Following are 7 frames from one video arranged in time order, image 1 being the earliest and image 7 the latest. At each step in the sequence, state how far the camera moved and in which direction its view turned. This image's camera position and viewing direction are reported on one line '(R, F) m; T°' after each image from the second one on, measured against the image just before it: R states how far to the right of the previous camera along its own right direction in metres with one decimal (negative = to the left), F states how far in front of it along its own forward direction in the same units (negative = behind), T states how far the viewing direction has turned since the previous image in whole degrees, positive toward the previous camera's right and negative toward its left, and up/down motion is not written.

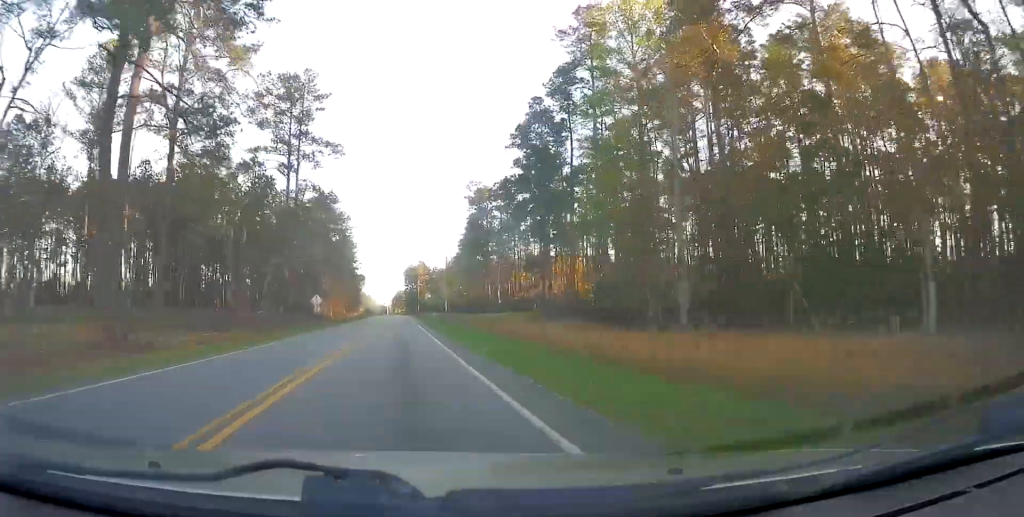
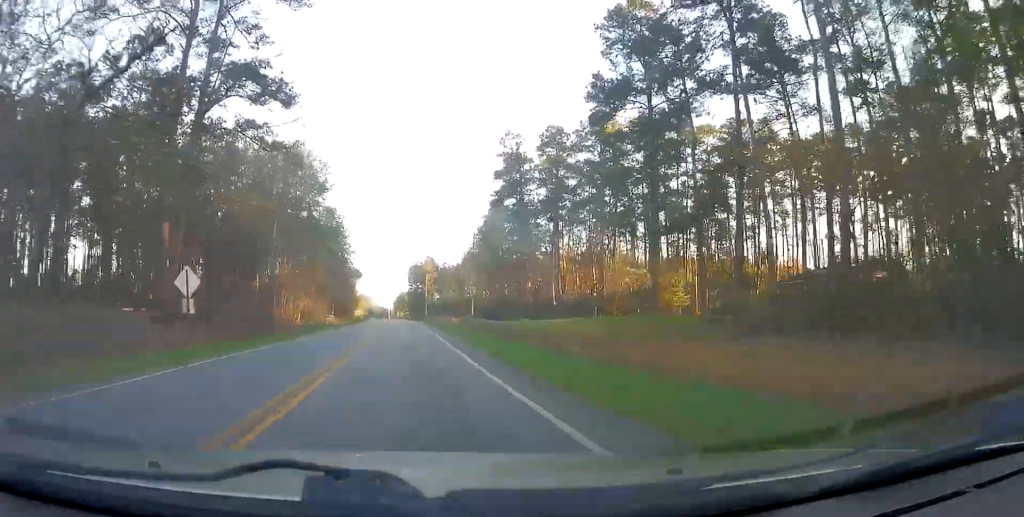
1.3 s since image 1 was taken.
(0.0, +32.6) m; +1°
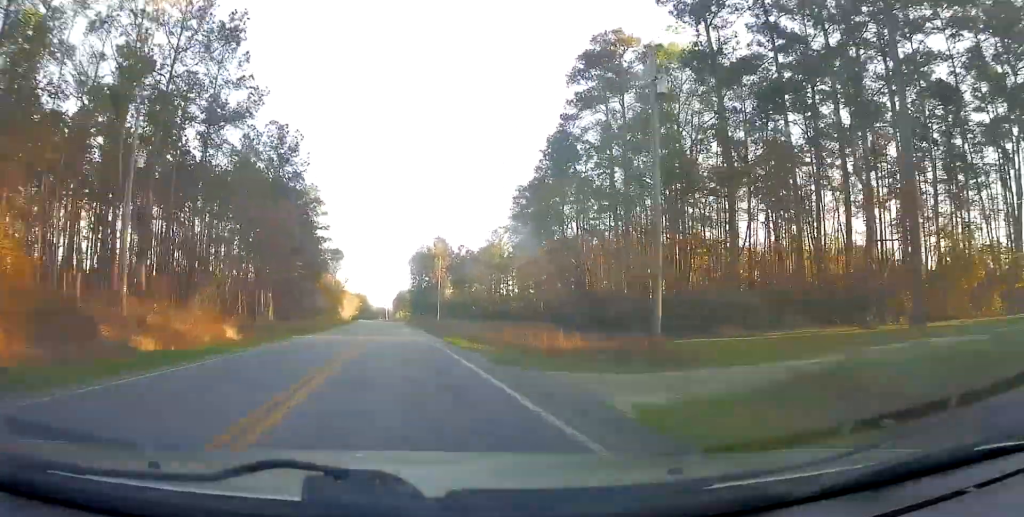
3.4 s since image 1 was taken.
(+0.1, +49.4) m; -2°
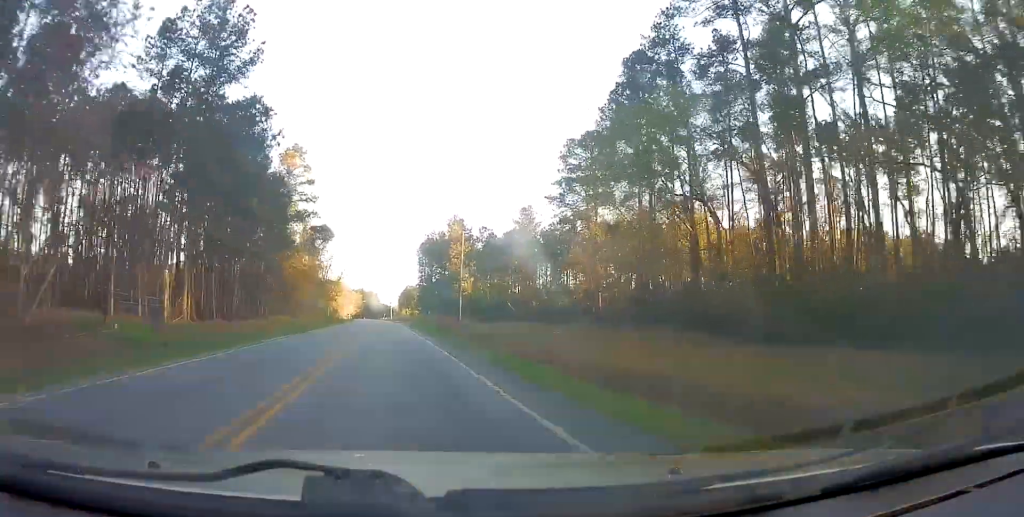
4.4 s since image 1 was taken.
(-0.4, +26.1) m; 0°
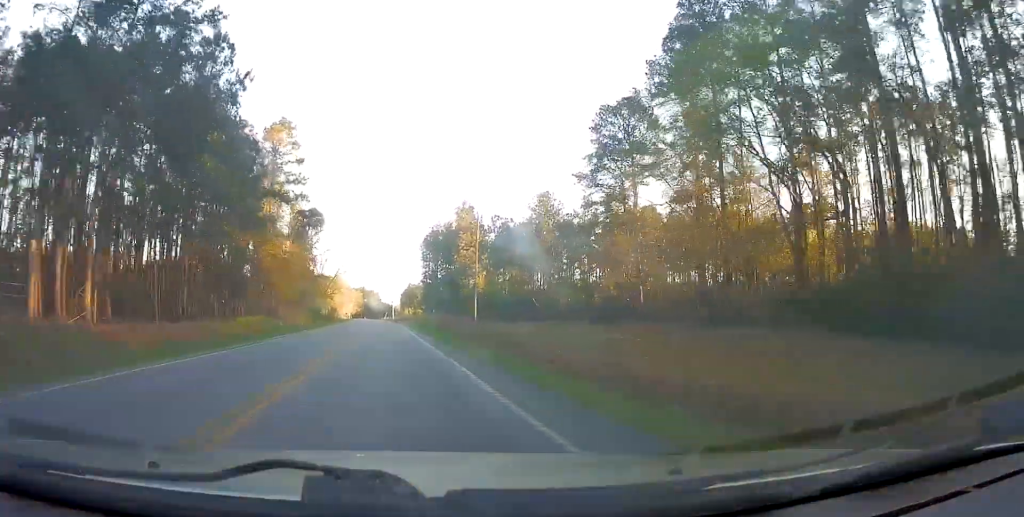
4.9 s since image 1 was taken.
(+0.2, +12.1) m; 0°
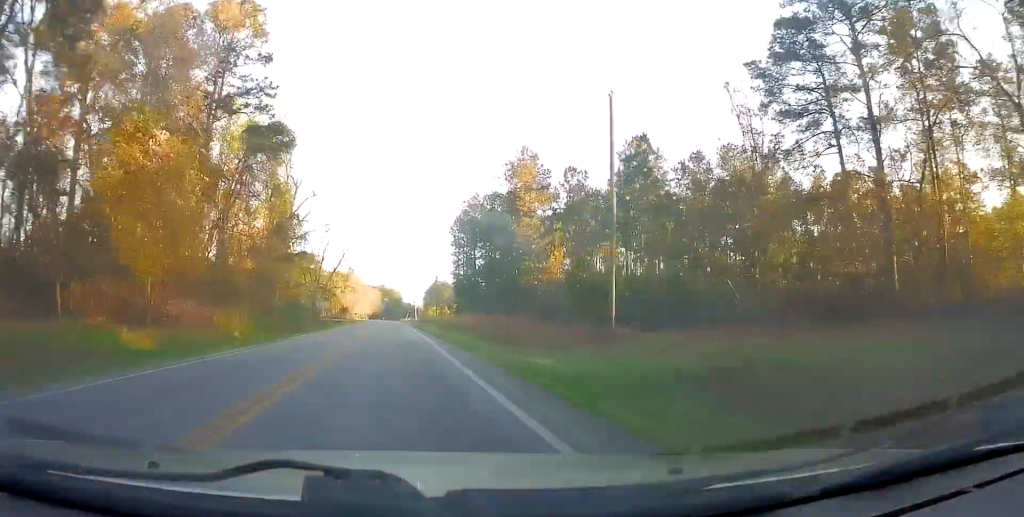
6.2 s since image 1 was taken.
(+0.3, +32.7) m; 0°
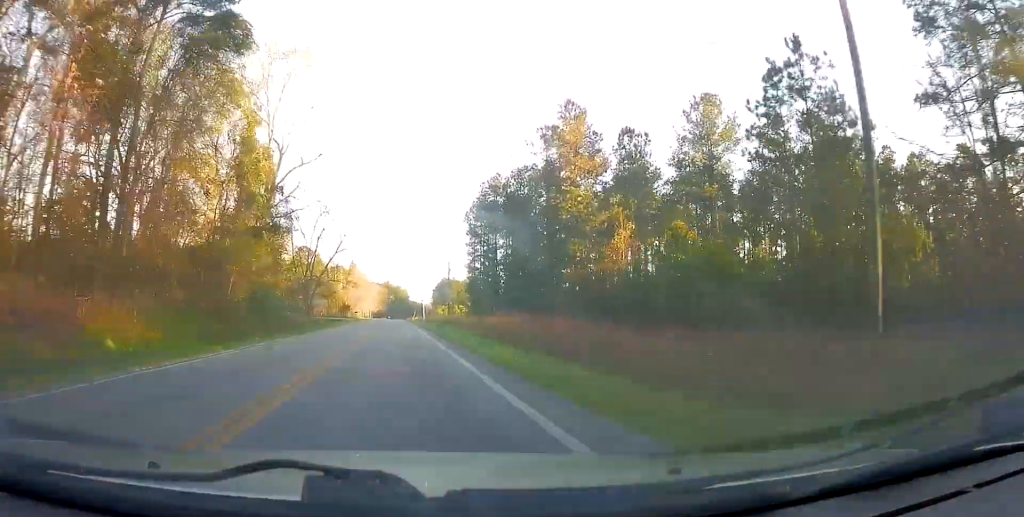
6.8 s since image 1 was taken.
(0.0, +14.7) m; -1°
